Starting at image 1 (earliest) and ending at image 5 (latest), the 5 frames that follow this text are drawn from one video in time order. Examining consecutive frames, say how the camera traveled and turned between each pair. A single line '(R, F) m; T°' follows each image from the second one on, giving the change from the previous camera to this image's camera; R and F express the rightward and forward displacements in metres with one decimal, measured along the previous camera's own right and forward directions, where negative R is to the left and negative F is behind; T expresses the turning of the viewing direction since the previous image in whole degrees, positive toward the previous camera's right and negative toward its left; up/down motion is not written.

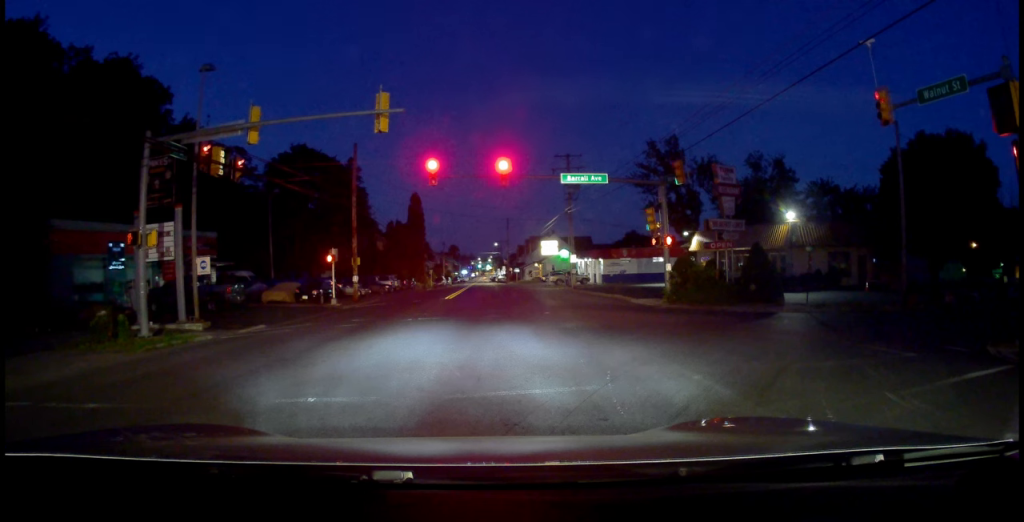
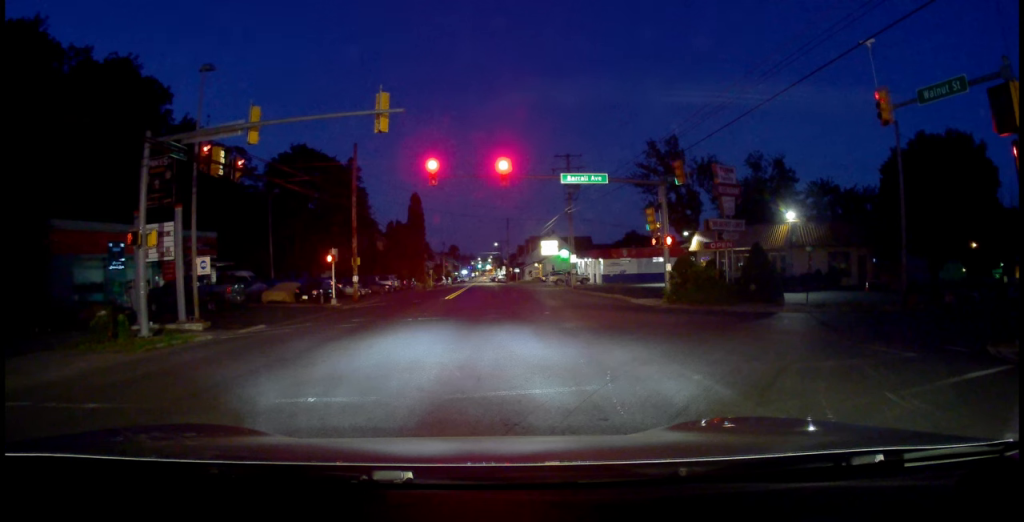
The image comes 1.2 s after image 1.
(0.0, 0.0) m; 0°
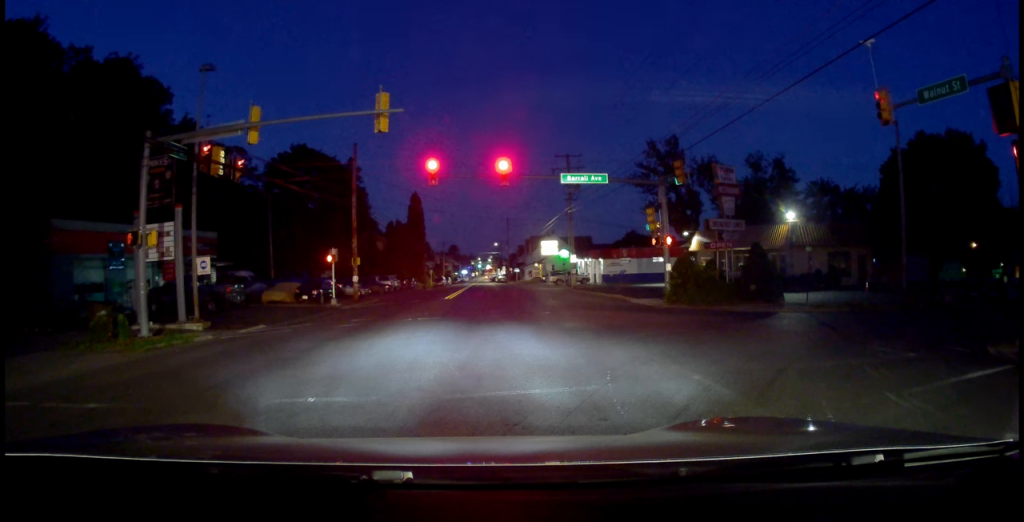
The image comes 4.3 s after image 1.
(0.0, 0.0) m; 0°
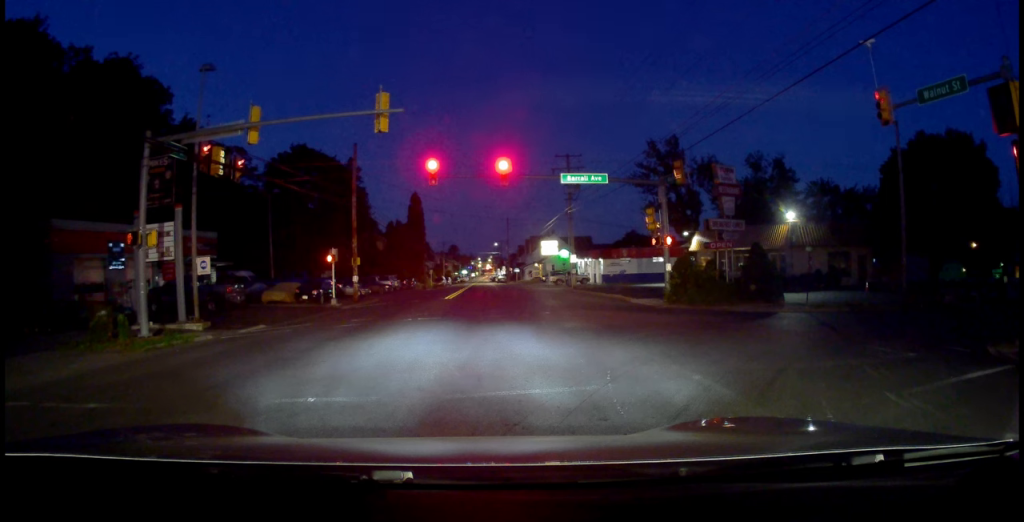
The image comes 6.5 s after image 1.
(0.0, 0.0) m; 0°
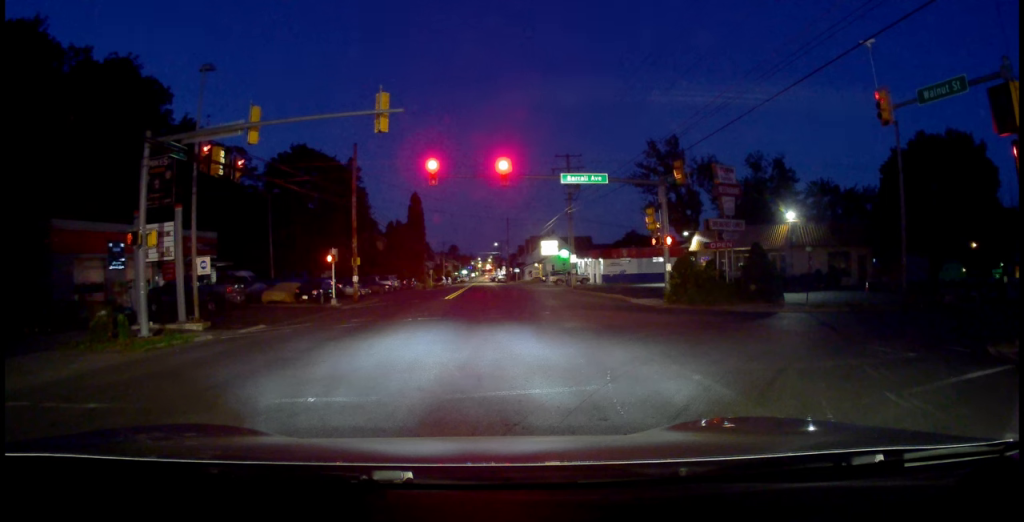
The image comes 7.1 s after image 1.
(0.0, 0.0) m; 0°
